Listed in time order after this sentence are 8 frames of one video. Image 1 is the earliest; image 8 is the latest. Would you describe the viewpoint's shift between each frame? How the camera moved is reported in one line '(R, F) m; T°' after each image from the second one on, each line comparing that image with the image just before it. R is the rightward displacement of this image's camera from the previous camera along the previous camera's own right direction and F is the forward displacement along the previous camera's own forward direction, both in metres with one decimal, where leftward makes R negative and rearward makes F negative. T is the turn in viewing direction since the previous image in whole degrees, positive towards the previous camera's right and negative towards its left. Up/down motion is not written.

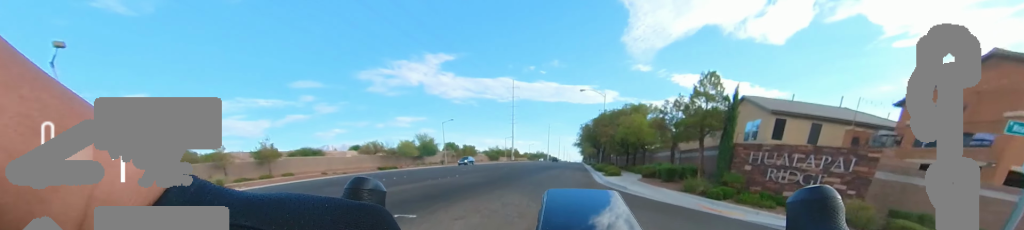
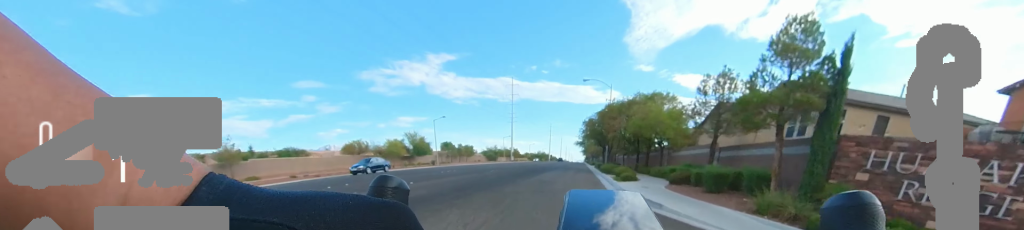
(0.0, +4.9) m; 0°
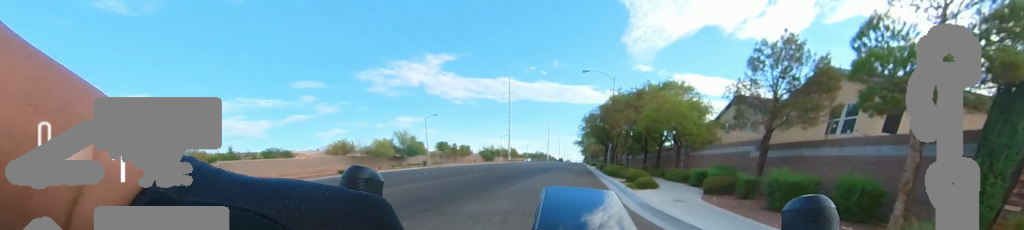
(0.0, +3.4) m; 0°
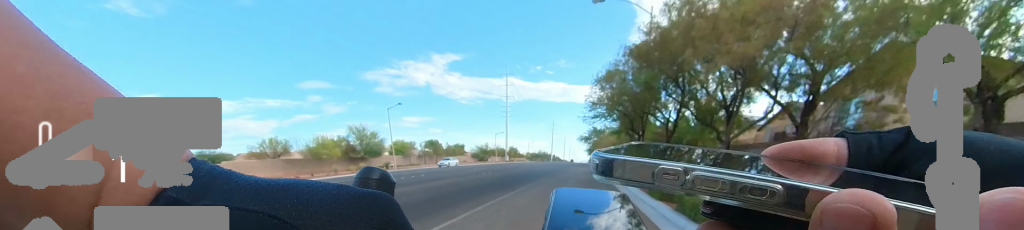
(0.0, +13.2) m; 0°
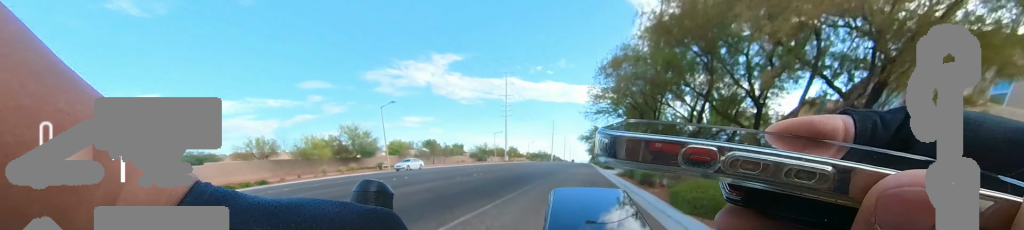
(0.0, +1.9) m; 0°
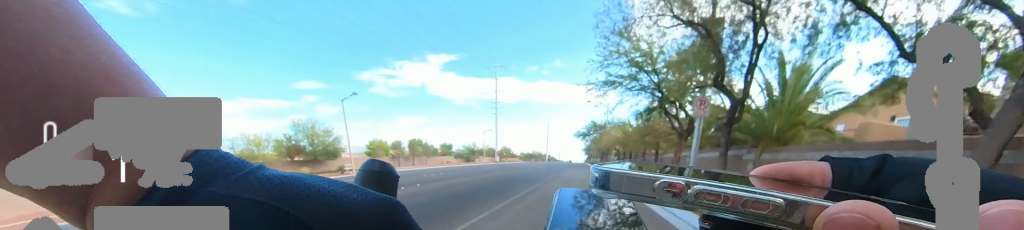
(0.0, +6.7) m; 0°
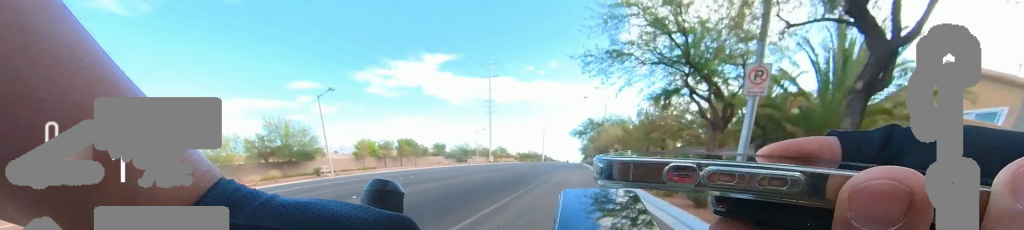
(0.0, +3.1) m; 0°
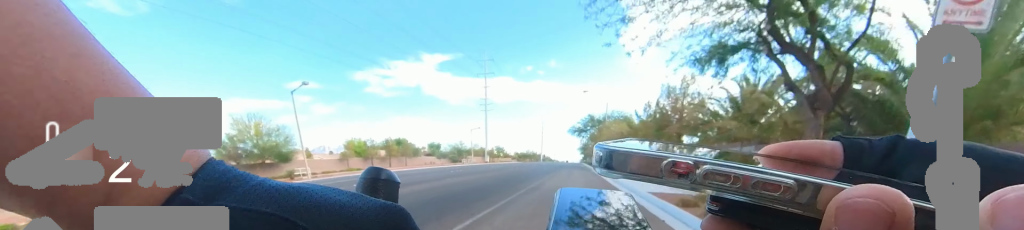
(0.0, +3.3) m; 0°
